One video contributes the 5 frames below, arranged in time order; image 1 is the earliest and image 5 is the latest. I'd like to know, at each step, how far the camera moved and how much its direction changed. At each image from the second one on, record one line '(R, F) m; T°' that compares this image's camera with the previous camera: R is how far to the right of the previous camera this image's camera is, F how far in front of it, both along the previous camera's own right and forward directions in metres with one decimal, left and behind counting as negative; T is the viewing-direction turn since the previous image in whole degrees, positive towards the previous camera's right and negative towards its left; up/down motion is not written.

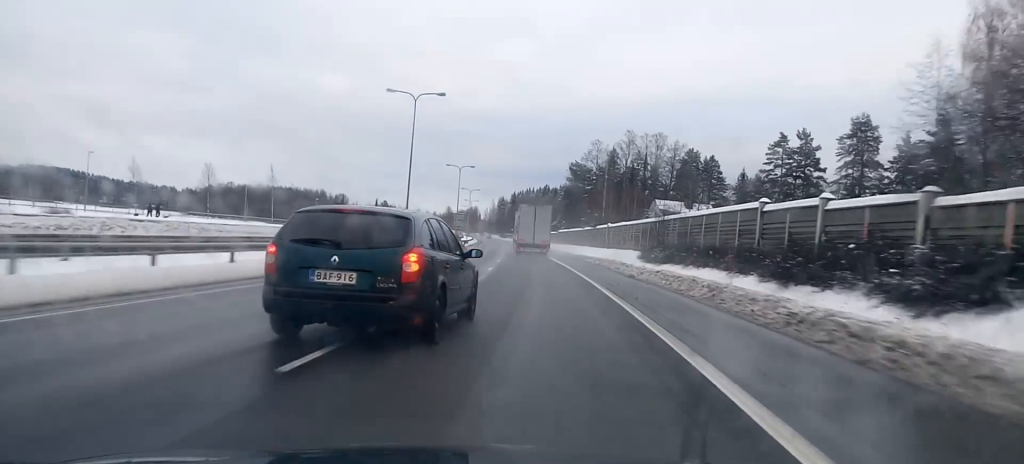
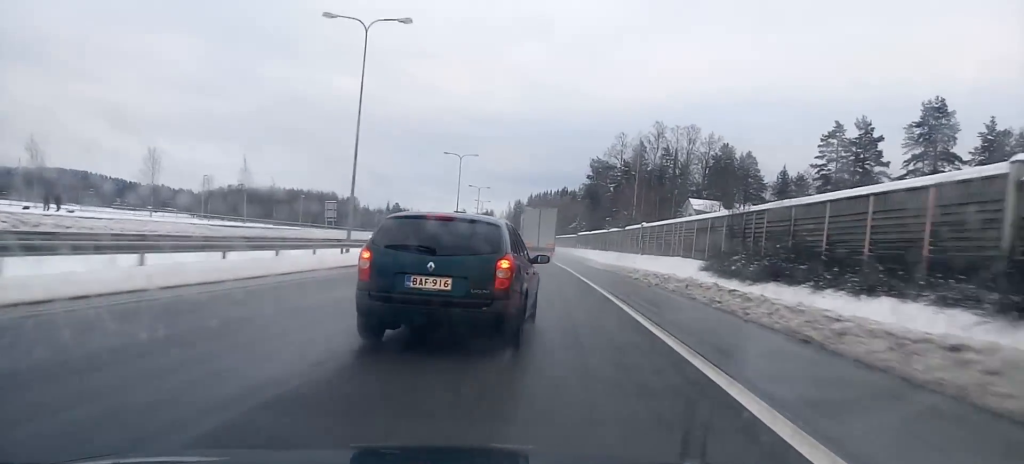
(-0.3, +20.5) m; -2°
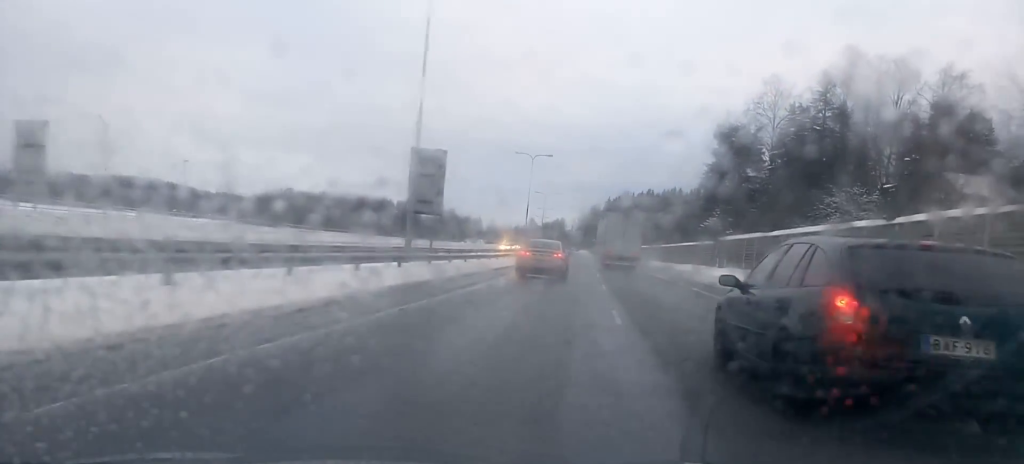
(-3.9, +69.2) m; -6°
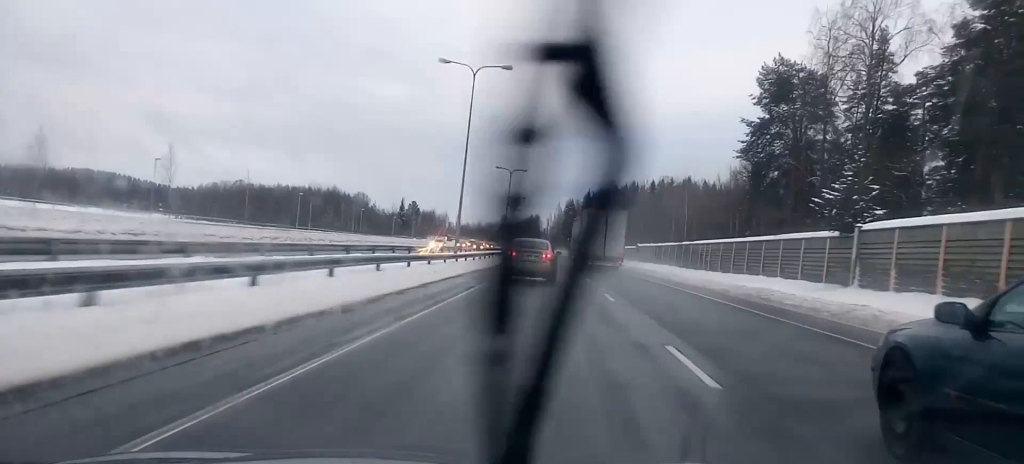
(0.0, +41.8) m; 0°
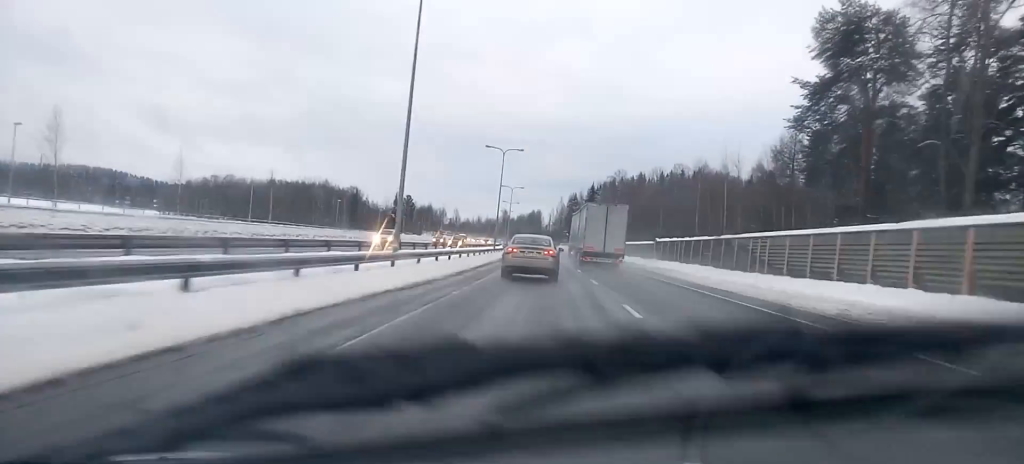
(0.0, +18.2) m; 0°
